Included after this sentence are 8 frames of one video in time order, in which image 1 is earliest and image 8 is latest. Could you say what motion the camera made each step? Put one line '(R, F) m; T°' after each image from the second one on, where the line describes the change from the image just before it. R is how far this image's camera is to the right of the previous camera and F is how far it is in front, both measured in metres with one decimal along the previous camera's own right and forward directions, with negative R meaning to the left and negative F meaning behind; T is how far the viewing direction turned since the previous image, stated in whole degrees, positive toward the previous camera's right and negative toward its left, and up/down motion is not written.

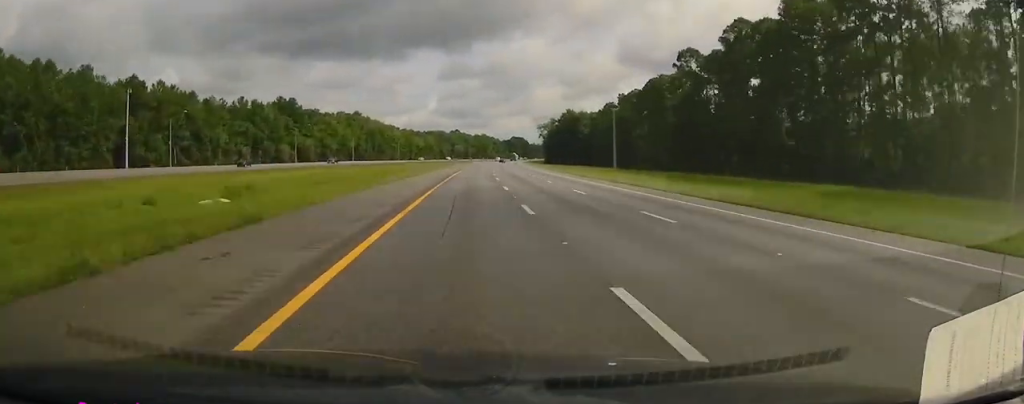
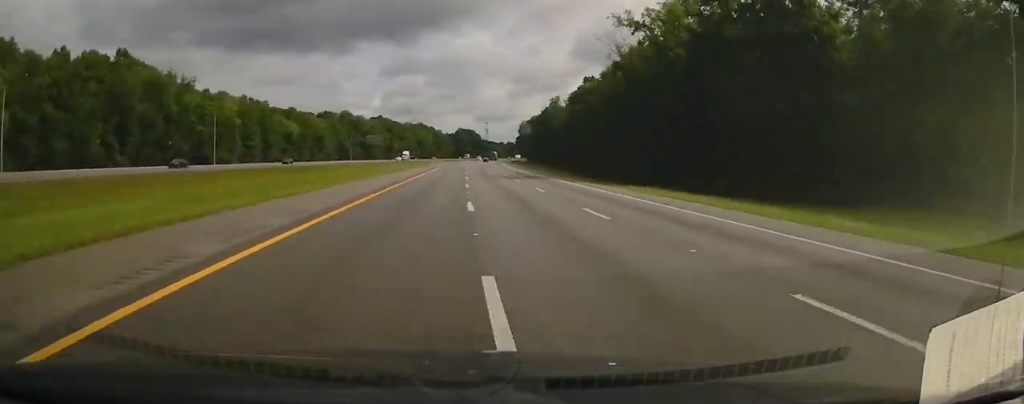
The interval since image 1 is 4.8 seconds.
(+6.2, +170.7) m; +4°
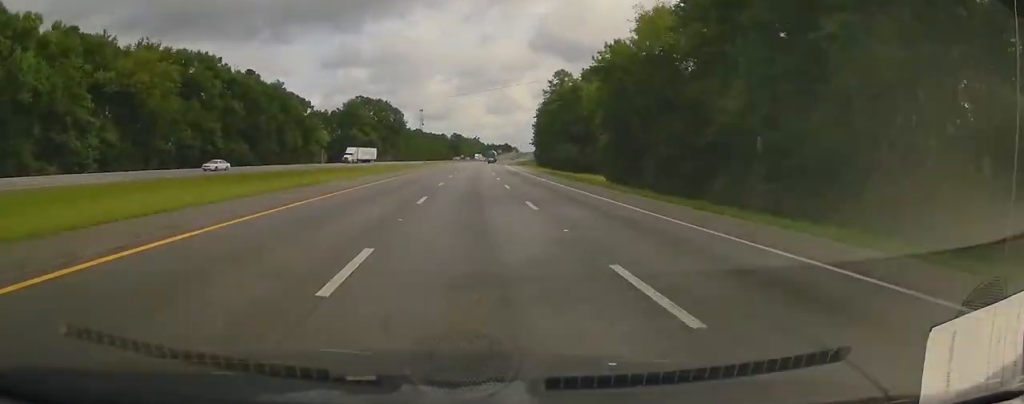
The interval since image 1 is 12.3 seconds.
(+15.8, +264.9) m; +7°
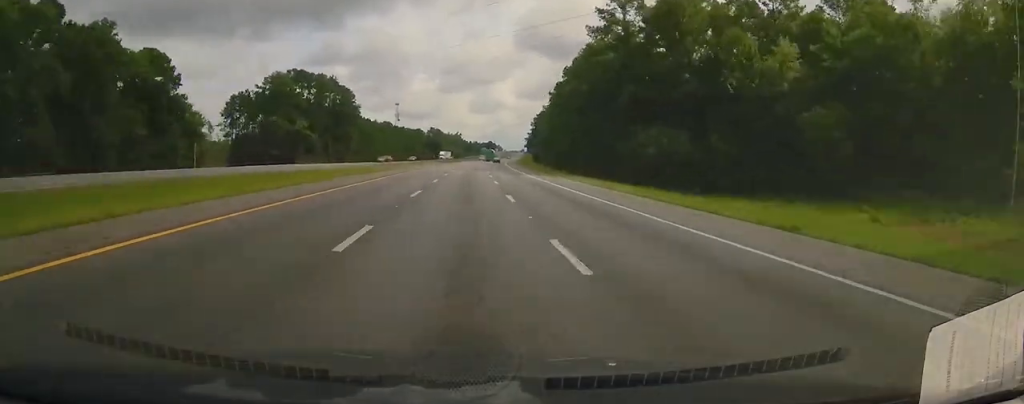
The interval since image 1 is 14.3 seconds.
(+1.4, +70.6) m; +2°
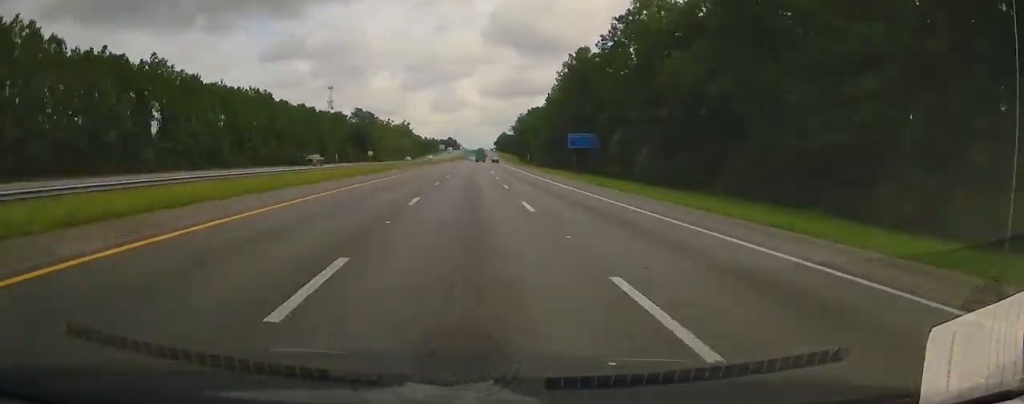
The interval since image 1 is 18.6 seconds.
(+5.1, +150.3) m; +3°
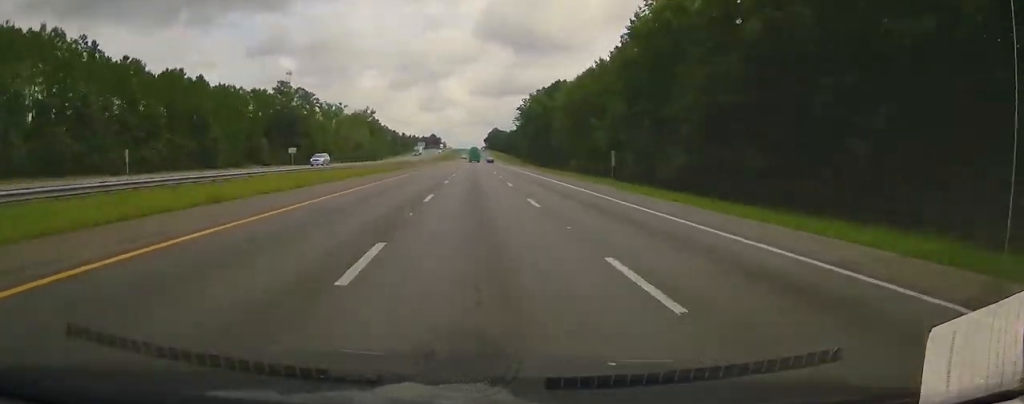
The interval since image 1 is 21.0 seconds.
(+1.8, +84.5) m; +1°
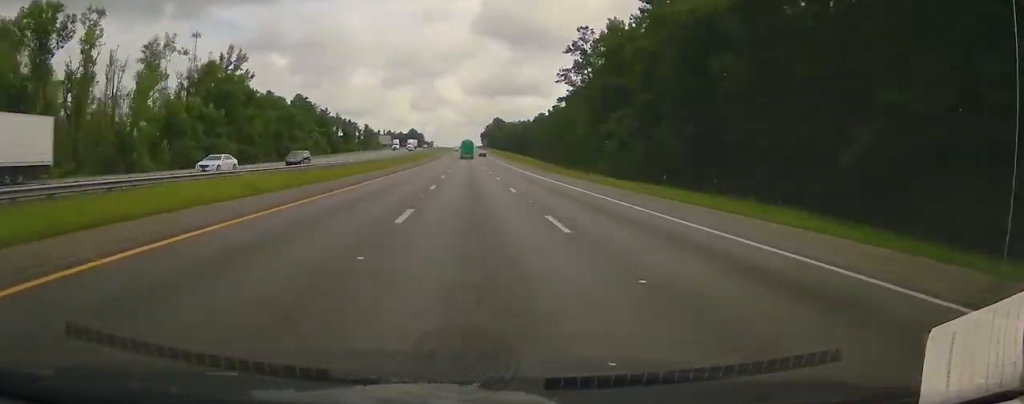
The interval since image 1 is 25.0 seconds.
(+0.5, +140.4) m; 0°
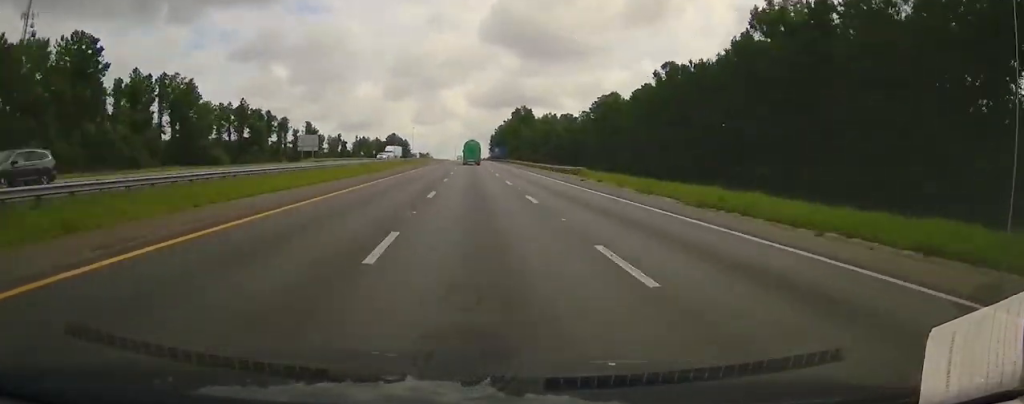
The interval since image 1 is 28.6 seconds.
(-0.1, +125.7) m; 0°
